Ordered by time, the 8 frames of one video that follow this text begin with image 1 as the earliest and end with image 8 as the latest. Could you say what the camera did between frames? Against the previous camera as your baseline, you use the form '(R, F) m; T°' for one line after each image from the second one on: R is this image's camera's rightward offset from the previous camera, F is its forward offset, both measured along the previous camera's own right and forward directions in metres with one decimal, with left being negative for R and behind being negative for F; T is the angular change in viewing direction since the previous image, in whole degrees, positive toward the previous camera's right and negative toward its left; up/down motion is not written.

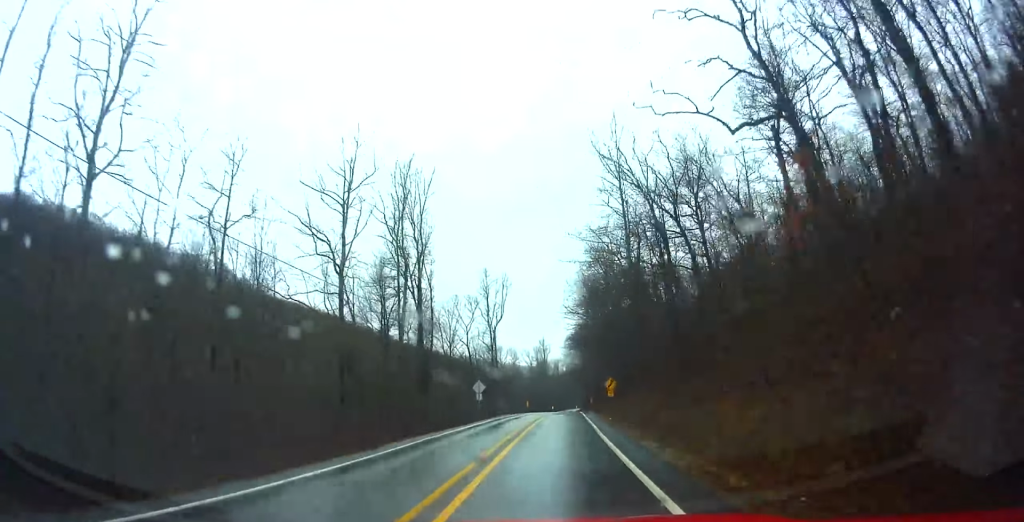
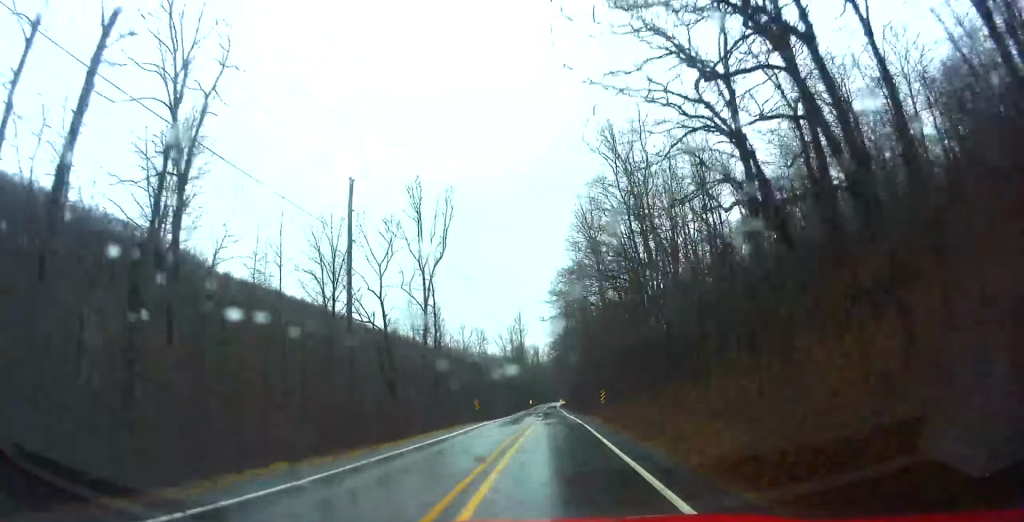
(+0.4, +41.8) m; +2°
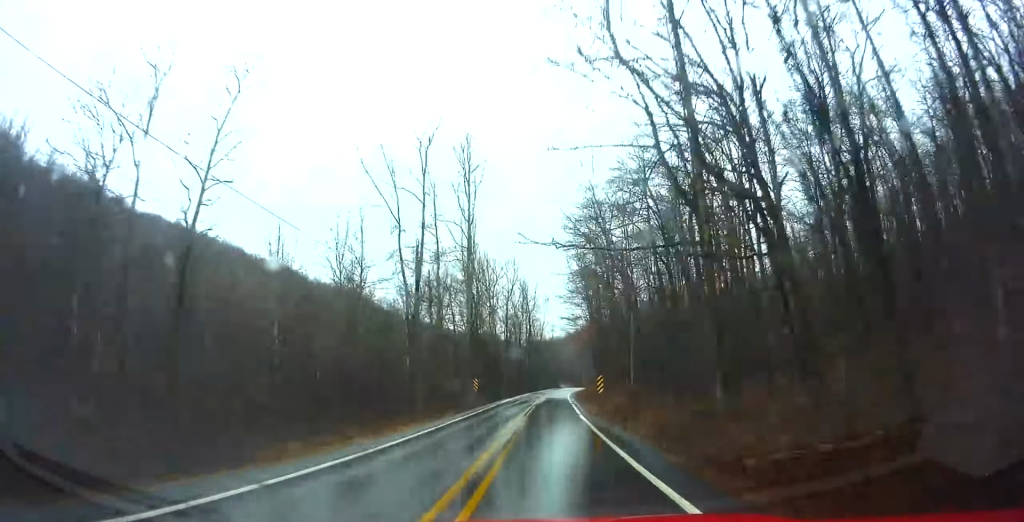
(+2.2, +116.2) m; +1°
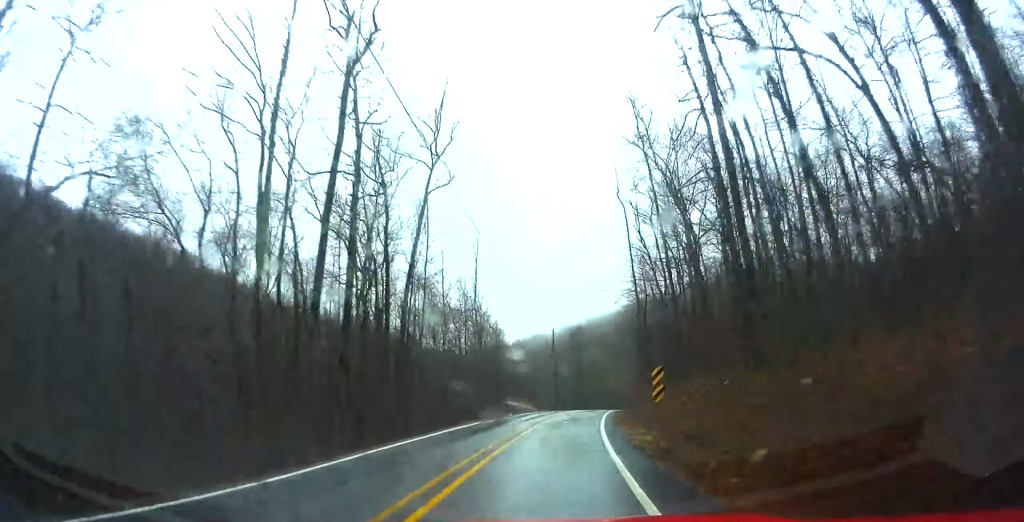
(+1.9, +93.7) m; +5°
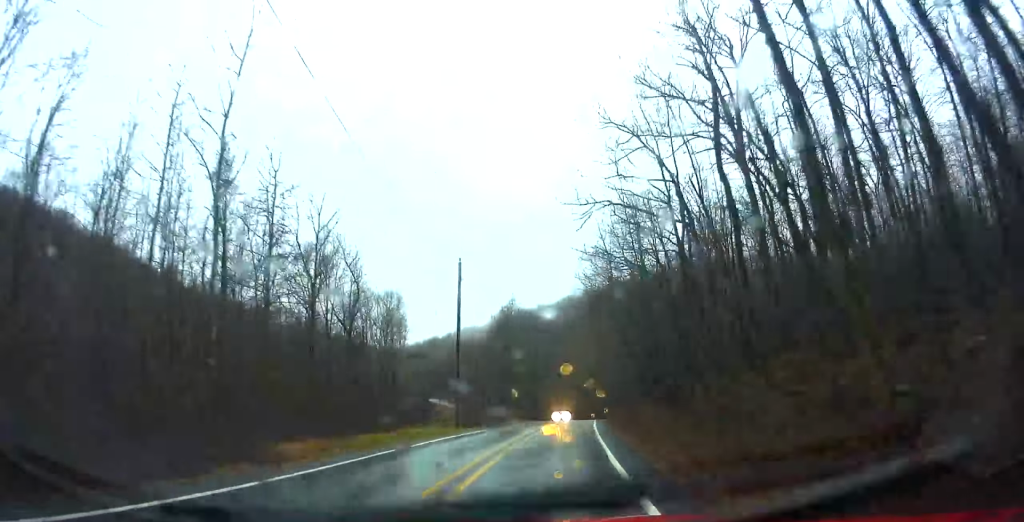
(+1.7, +35.3) m; +4°
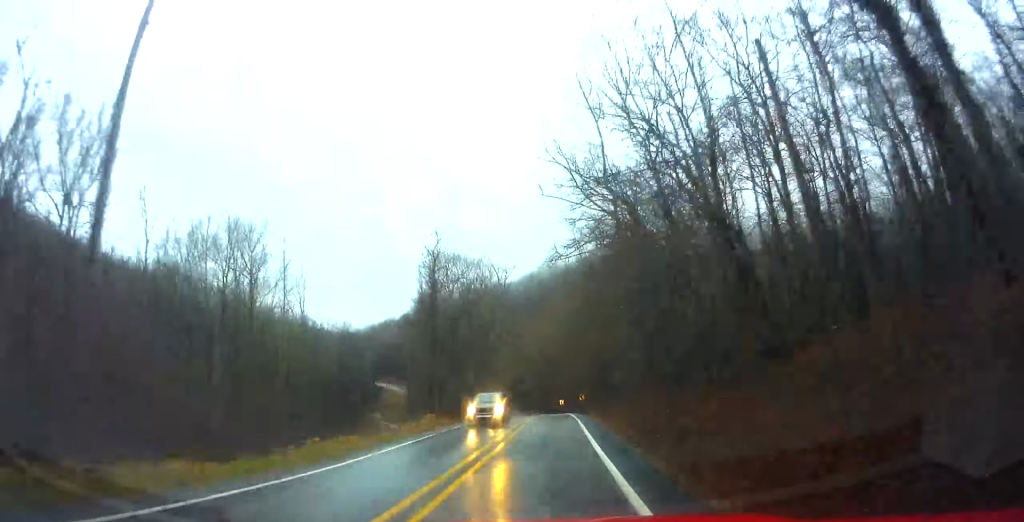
(+0.4, +28.7) m; +3°
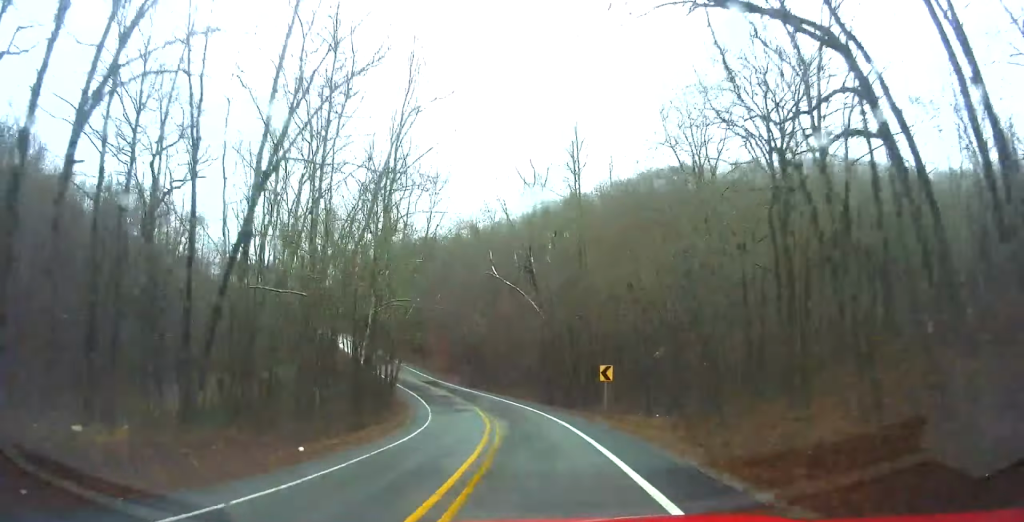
(+4.3, +83.5) m; 0°
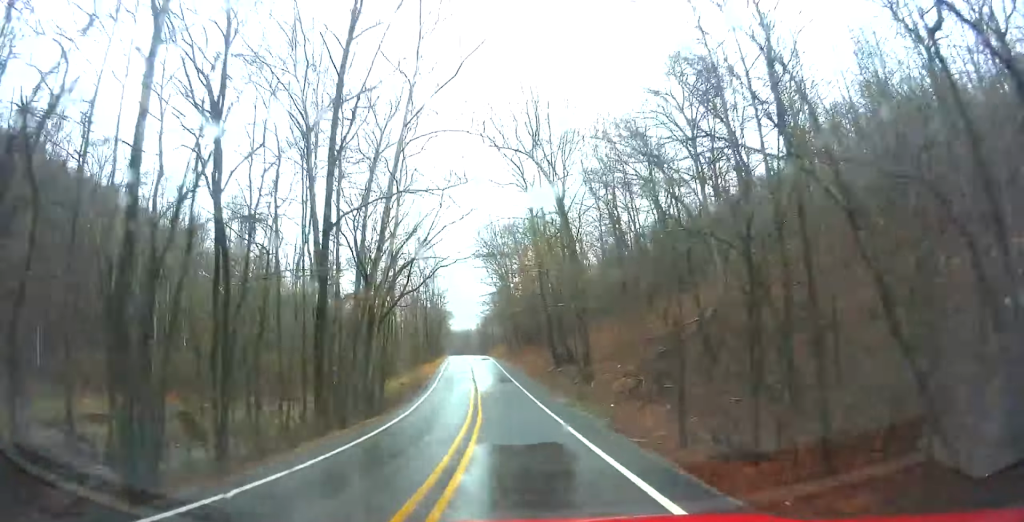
(-3.4, +60.7) m; -11°
